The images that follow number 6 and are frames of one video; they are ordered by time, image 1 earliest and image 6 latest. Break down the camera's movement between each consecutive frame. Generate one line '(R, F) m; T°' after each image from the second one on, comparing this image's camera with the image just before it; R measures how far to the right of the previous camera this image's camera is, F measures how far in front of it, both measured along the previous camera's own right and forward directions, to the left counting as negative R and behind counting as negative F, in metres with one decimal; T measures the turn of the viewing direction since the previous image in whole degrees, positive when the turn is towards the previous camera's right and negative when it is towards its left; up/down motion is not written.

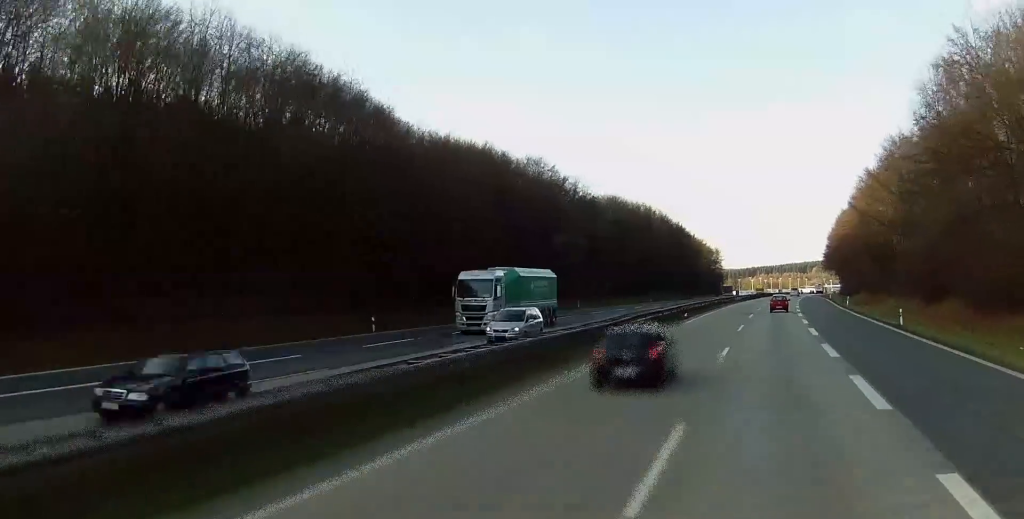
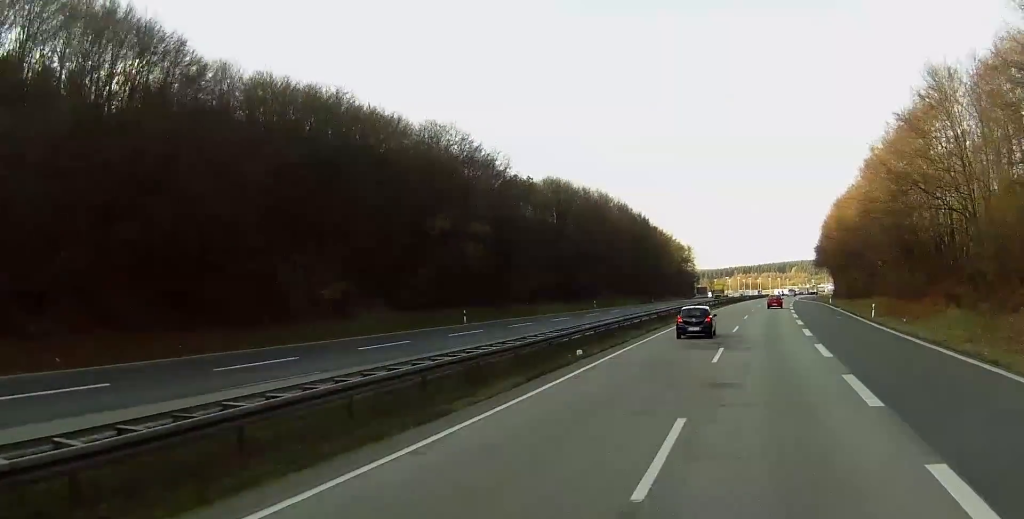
(+0.5, +35.1) m; +2°
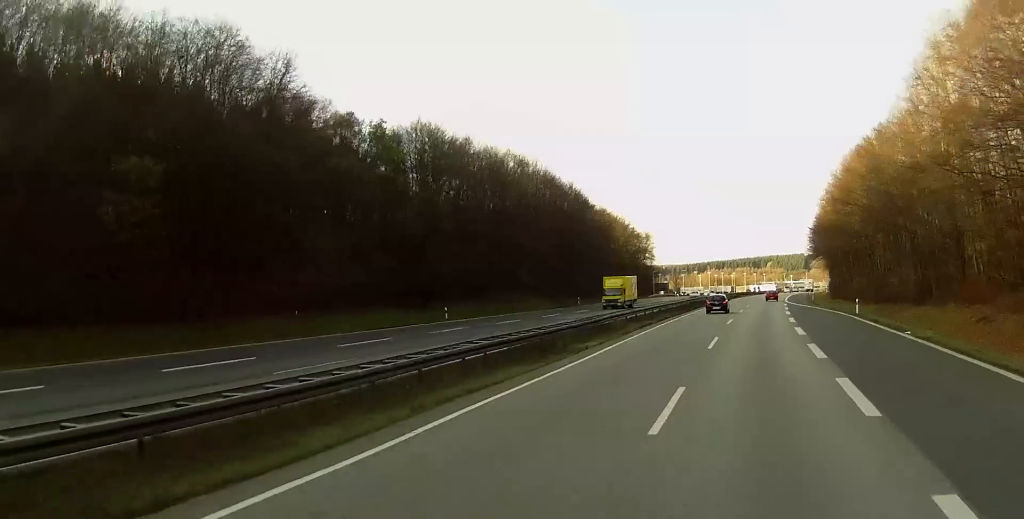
(+0.5, +47.3) m; +1°
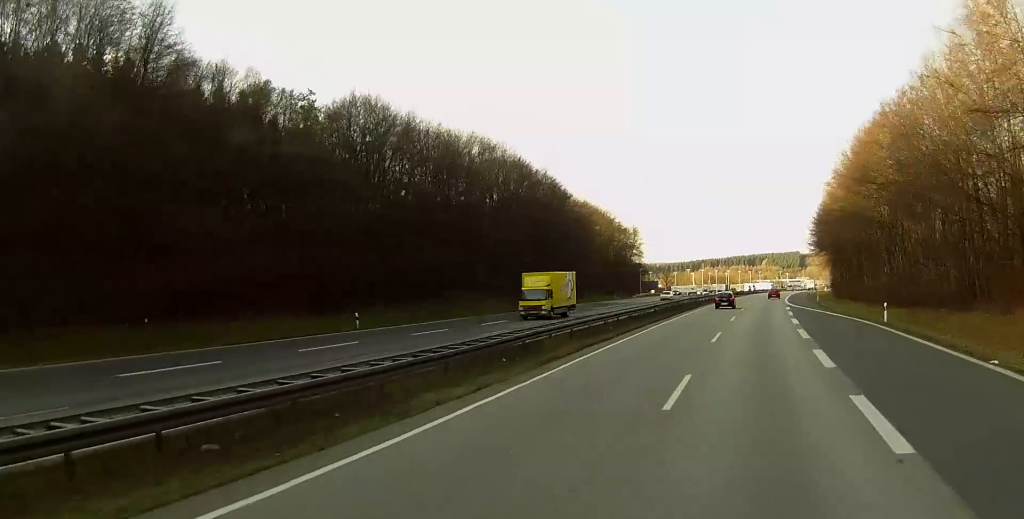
(+0.1, +13.7) m; +1°
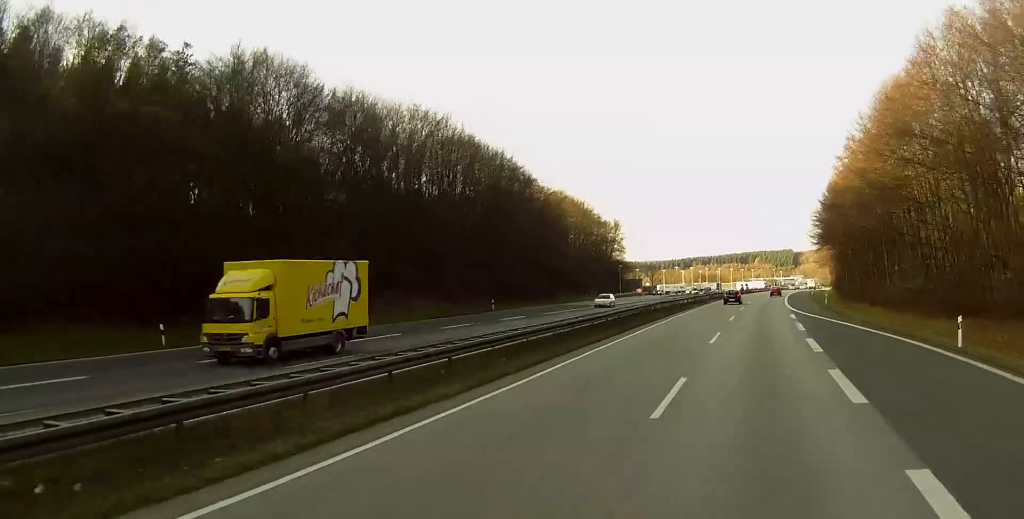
(+0.2, +16.6) m; +2°
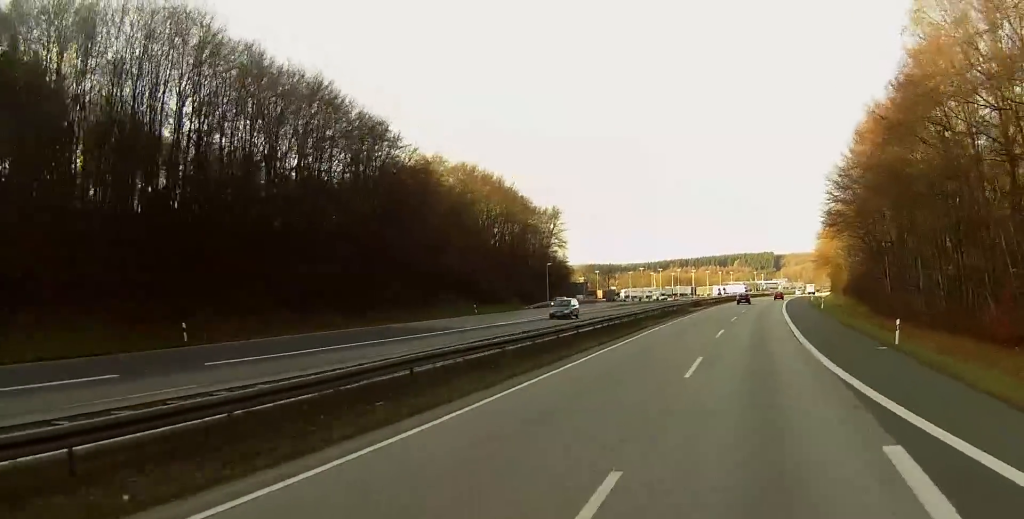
(+1.1, +43.5) m; +2°
